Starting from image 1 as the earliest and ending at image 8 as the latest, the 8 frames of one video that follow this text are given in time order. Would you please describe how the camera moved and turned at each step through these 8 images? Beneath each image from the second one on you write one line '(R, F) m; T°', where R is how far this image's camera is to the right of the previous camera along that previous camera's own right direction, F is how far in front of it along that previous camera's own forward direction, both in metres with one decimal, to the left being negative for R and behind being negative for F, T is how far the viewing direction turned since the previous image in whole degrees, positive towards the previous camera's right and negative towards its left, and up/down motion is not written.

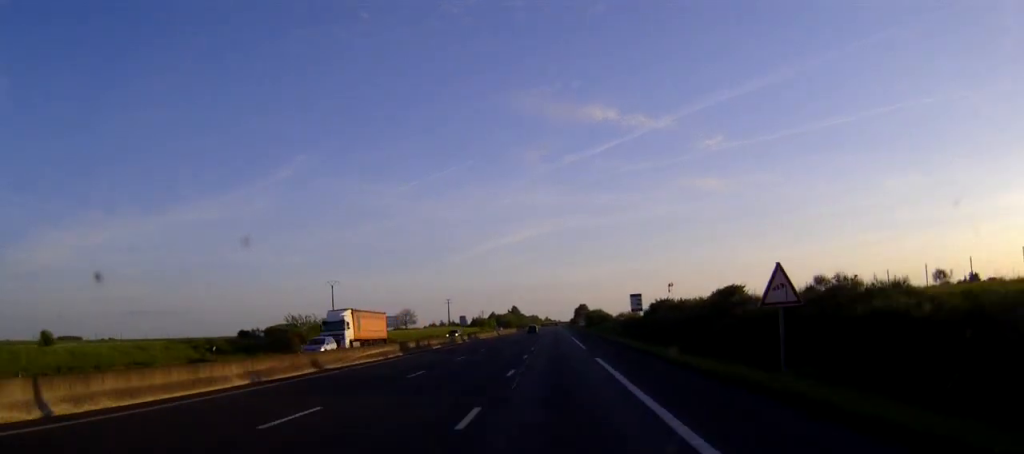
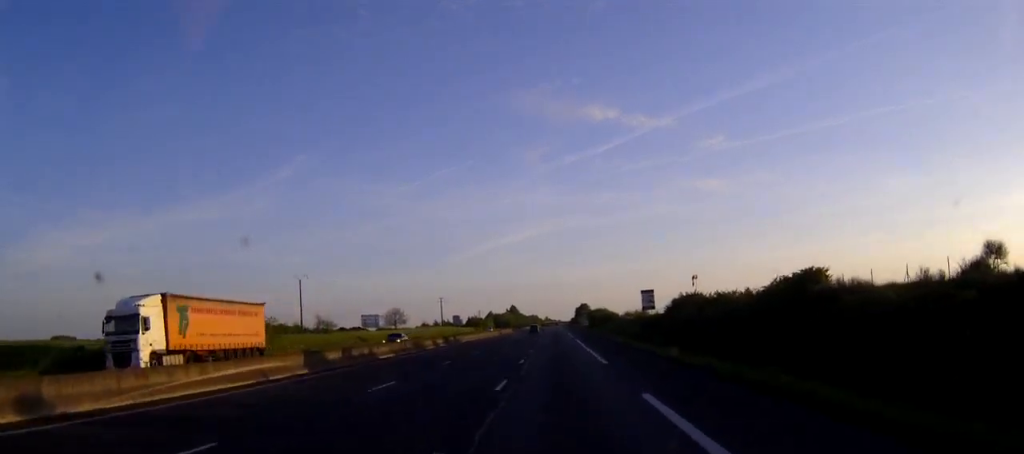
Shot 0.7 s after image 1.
(0.0, +18.9) m; 0°
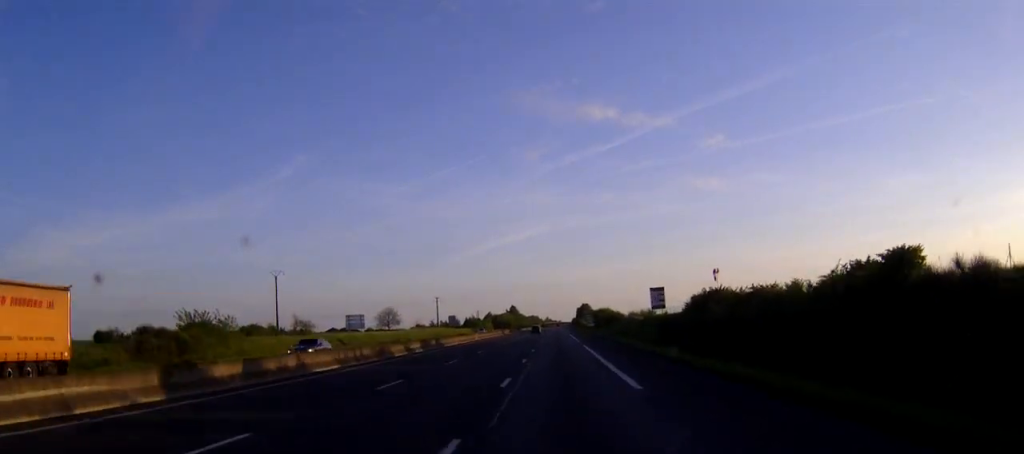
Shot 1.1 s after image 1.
(0.0, +11.7) m; 0°
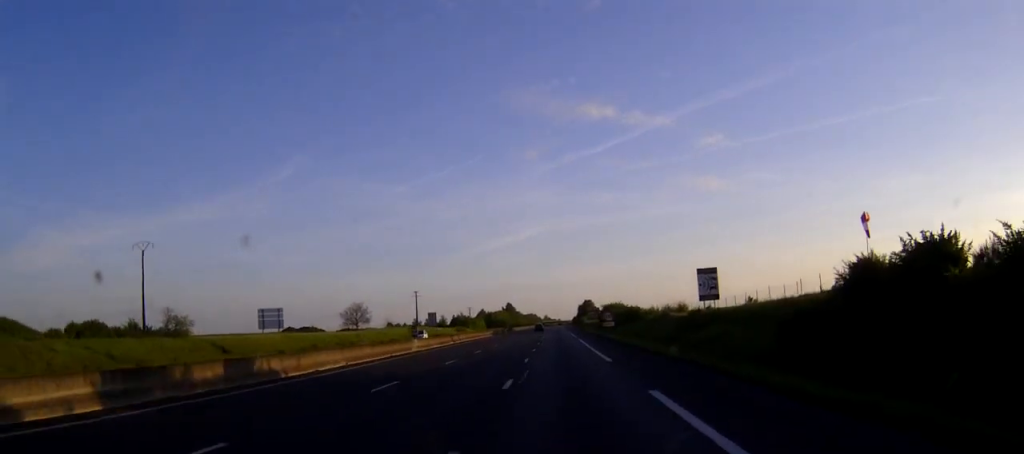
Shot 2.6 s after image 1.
(0.0, +40.3) m; 0°
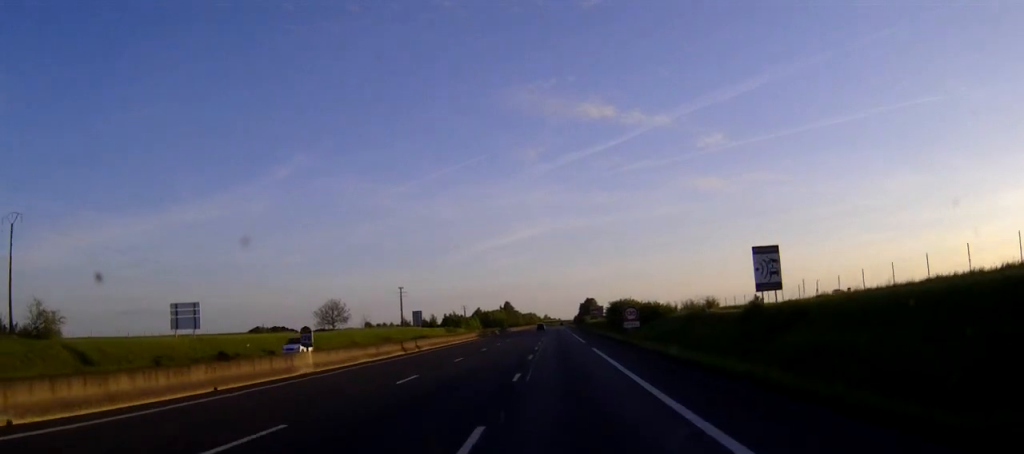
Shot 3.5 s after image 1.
(0.0, +23.2) m; 0°
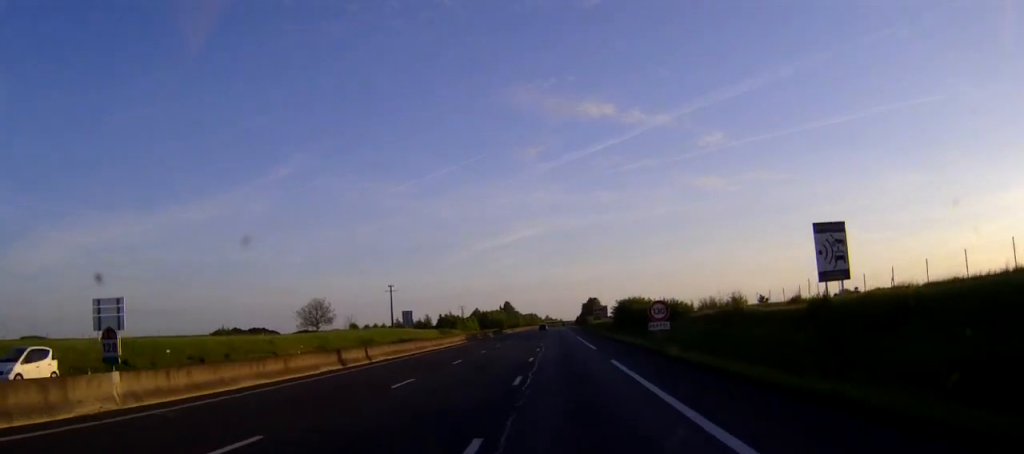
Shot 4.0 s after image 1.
(0.0, +14.3) m; 0°
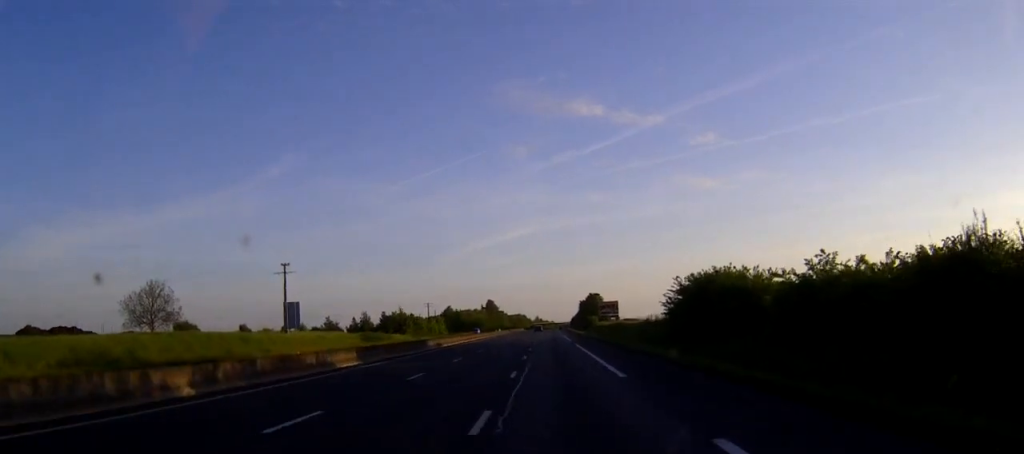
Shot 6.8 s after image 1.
(+0.3, +74.0) m; 0°
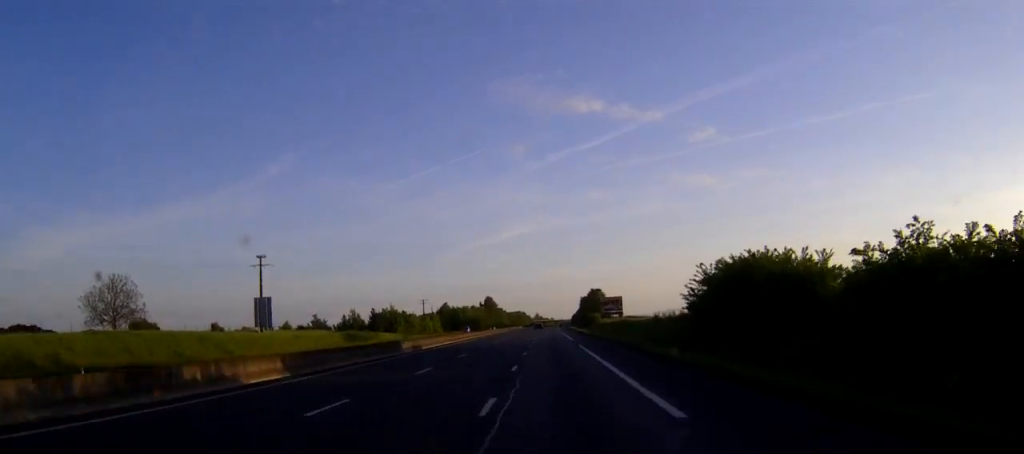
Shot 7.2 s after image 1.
(0.0, +10.7) m; 0°
